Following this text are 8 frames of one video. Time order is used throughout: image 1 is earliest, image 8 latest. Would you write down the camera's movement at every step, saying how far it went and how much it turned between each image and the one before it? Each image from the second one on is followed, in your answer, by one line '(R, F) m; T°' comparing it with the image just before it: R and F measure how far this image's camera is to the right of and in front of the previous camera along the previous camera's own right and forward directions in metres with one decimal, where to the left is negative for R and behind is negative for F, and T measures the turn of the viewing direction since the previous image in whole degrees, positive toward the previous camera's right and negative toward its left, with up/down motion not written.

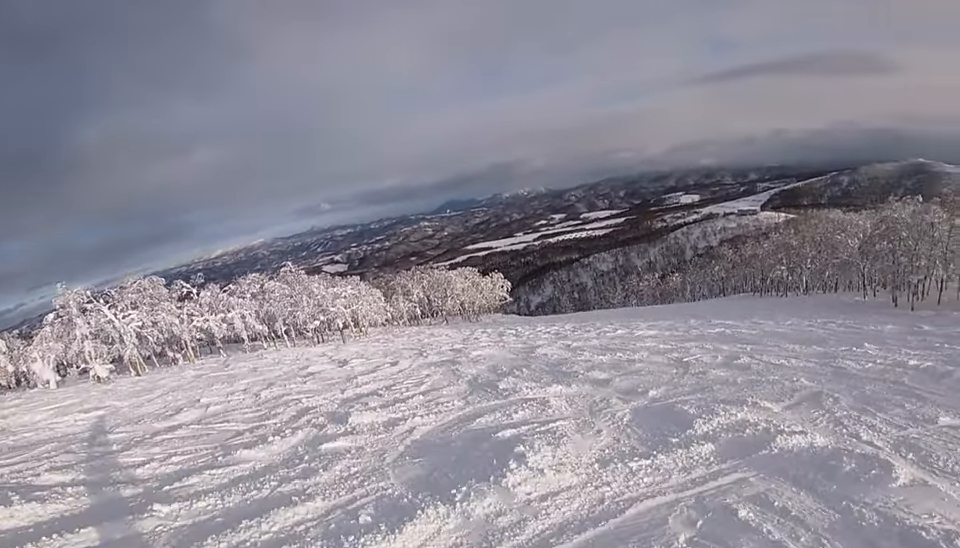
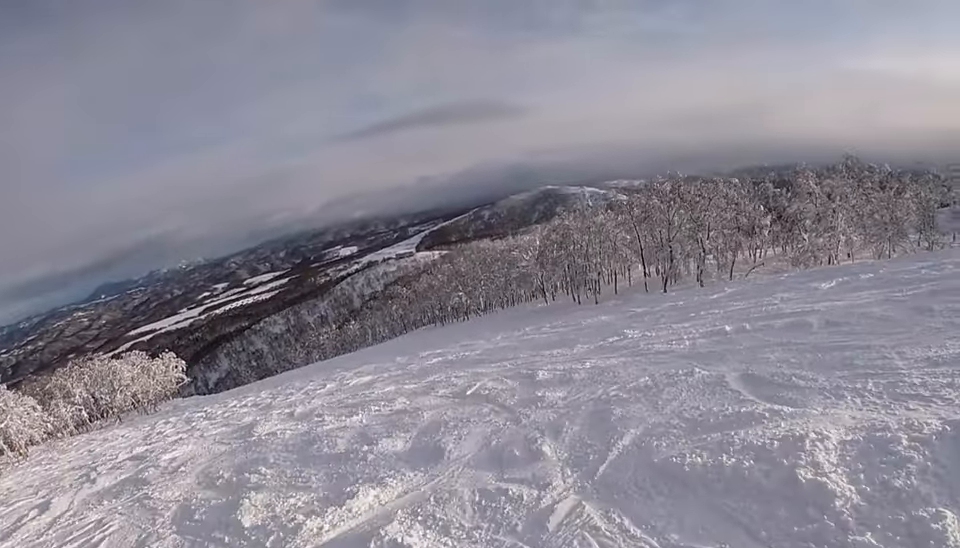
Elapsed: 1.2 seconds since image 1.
(+1.1, +5.2) m; +29°
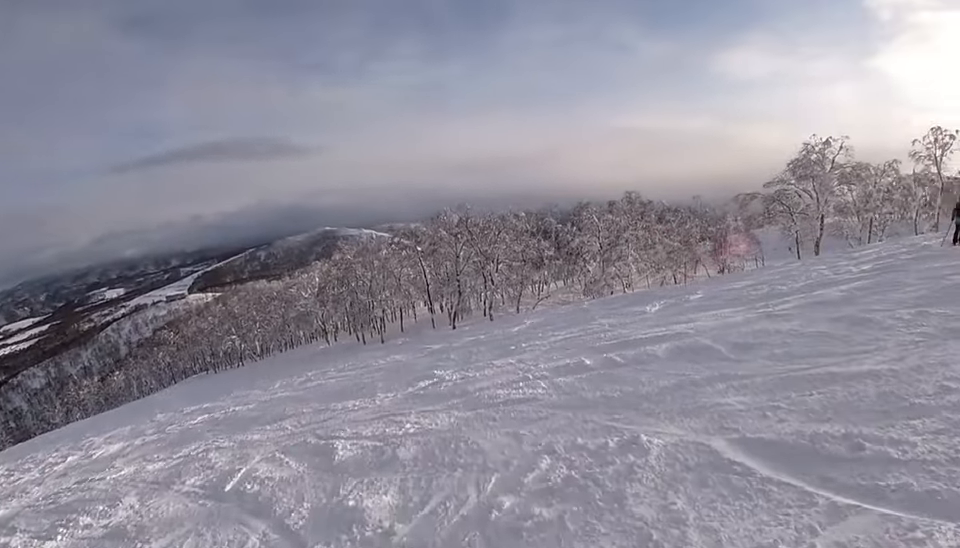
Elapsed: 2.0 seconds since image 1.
(+0.9, +3.0) m; +21°
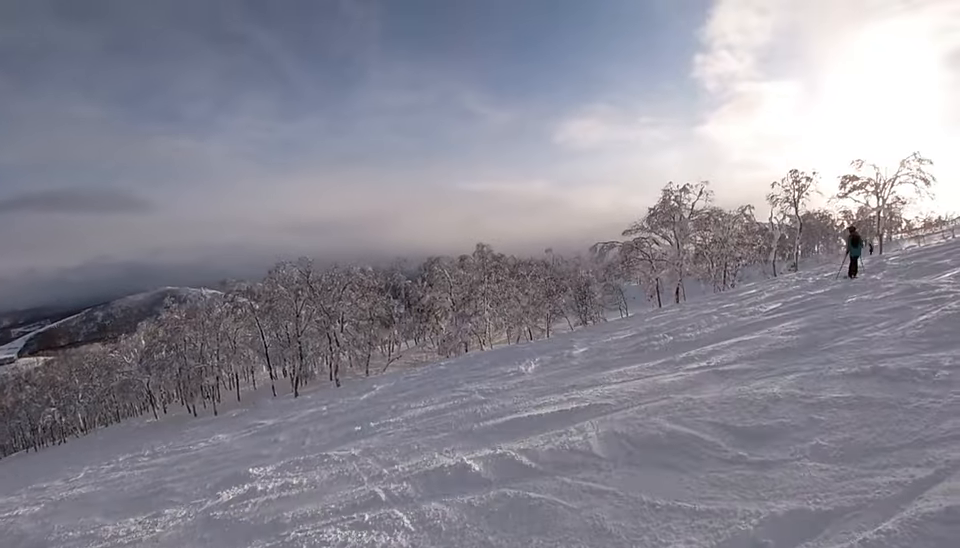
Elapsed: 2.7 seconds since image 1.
(+0.7, +3.2) m; +17°
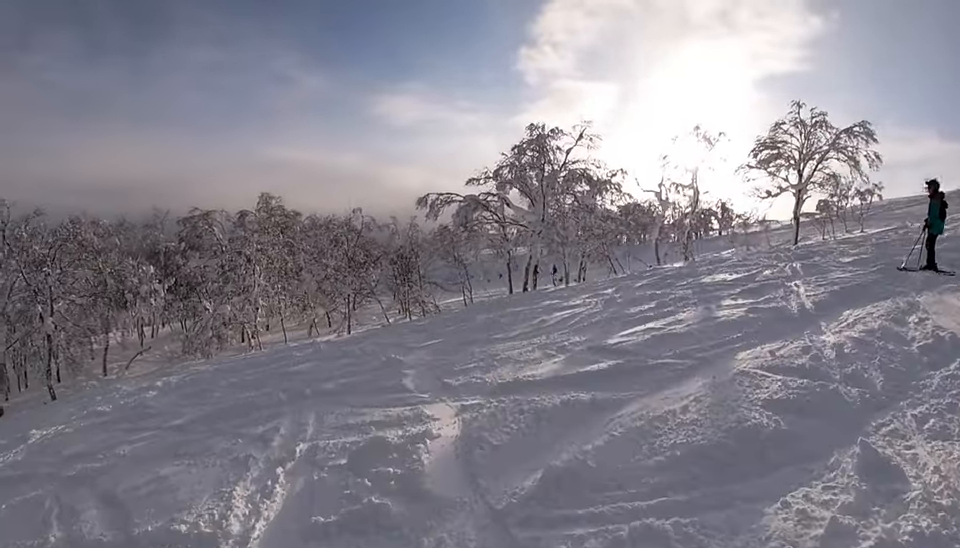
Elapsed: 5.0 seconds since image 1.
(+1.7, +8.4) m; +7°
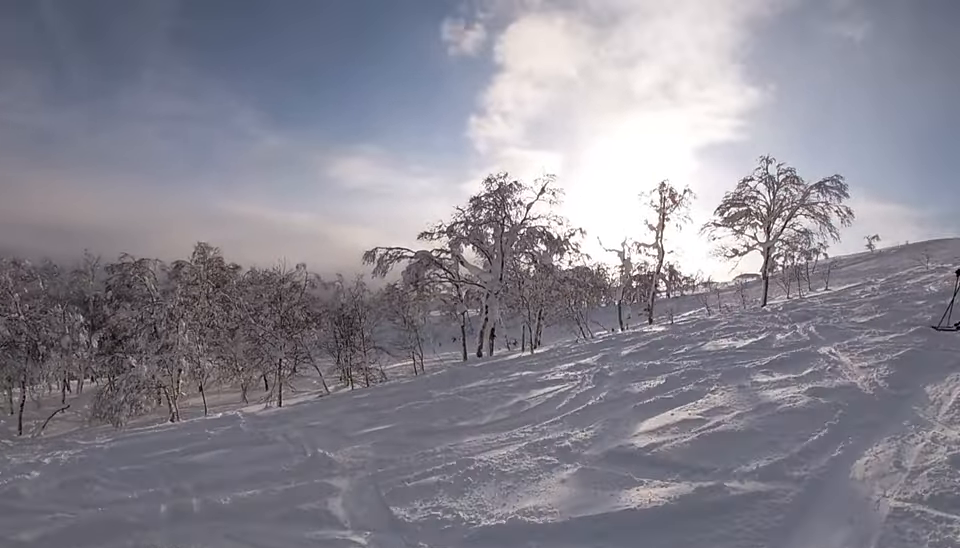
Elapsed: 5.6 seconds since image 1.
(-0.2, +2.1) m; -7°
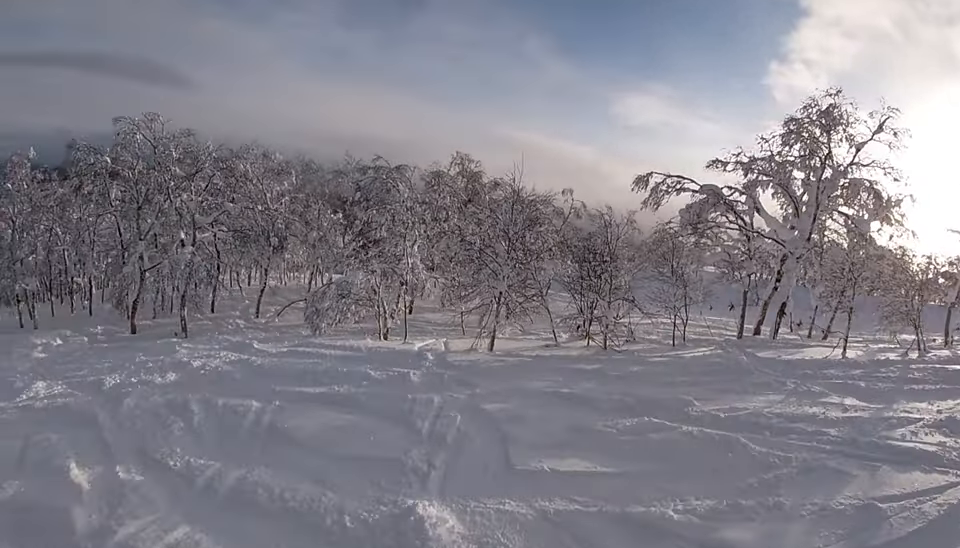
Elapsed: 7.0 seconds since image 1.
(-0.2, +4.5) m; -21°
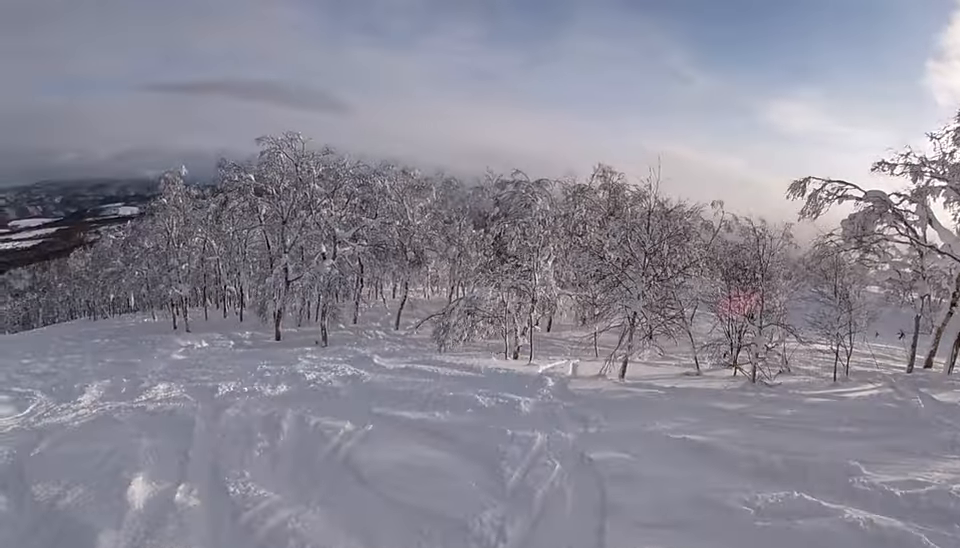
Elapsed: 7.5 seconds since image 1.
(+0.1, +1.4) m; -15°
